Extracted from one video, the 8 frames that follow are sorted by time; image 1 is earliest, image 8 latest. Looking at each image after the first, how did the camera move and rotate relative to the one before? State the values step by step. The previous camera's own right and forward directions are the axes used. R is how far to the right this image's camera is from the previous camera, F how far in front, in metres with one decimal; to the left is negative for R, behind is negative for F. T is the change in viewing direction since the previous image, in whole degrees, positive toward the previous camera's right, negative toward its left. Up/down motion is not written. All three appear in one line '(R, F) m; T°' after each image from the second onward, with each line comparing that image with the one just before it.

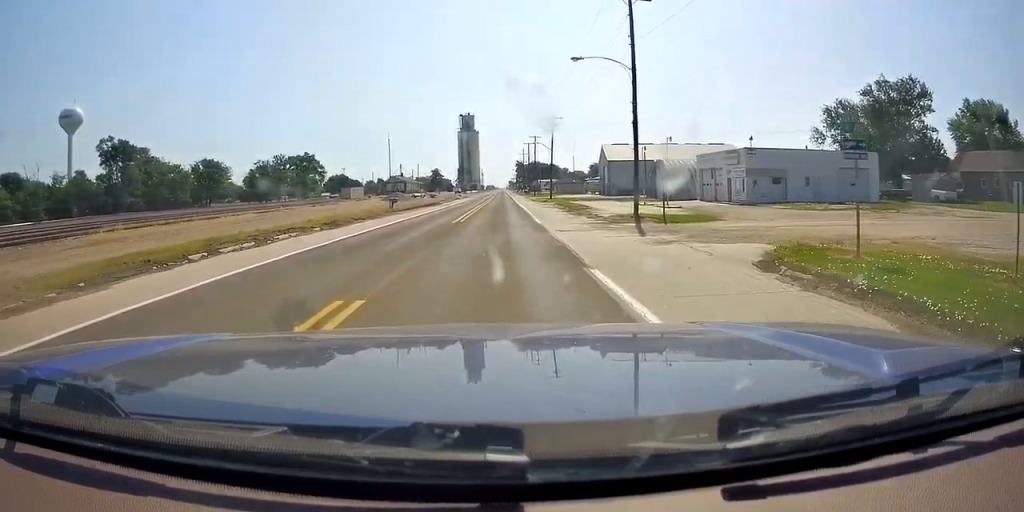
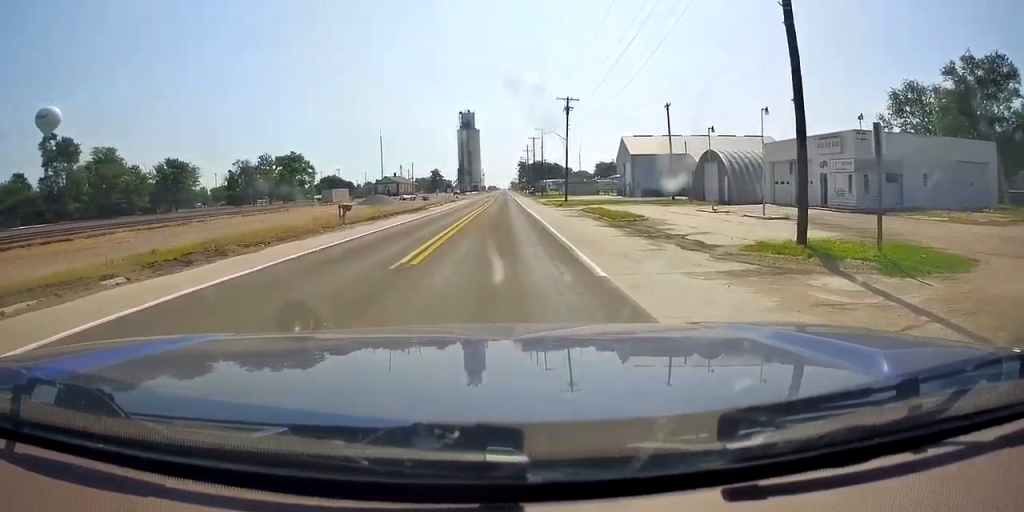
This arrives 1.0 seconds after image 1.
(-0.3, +16.6) m; -1°
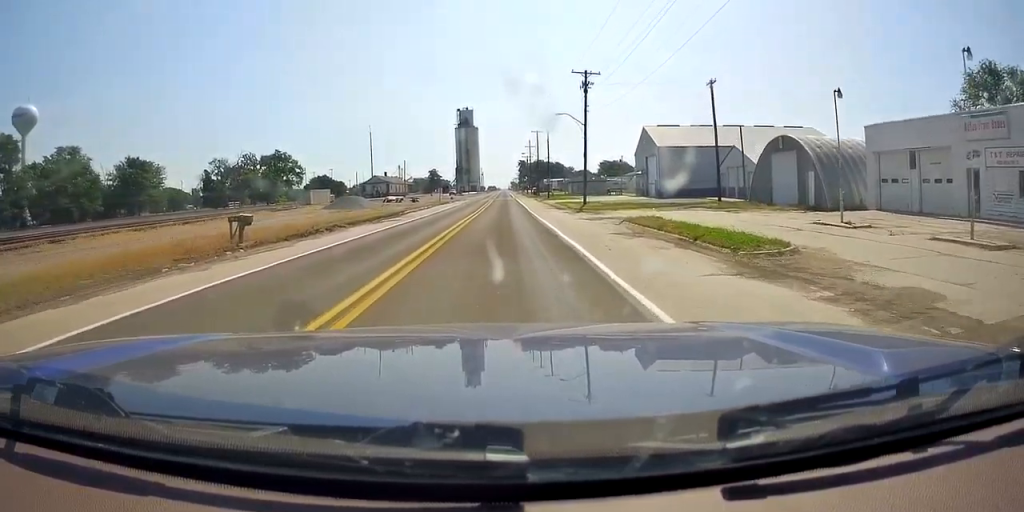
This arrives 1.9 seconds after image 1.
(+0.1, +14.3) m; +1°
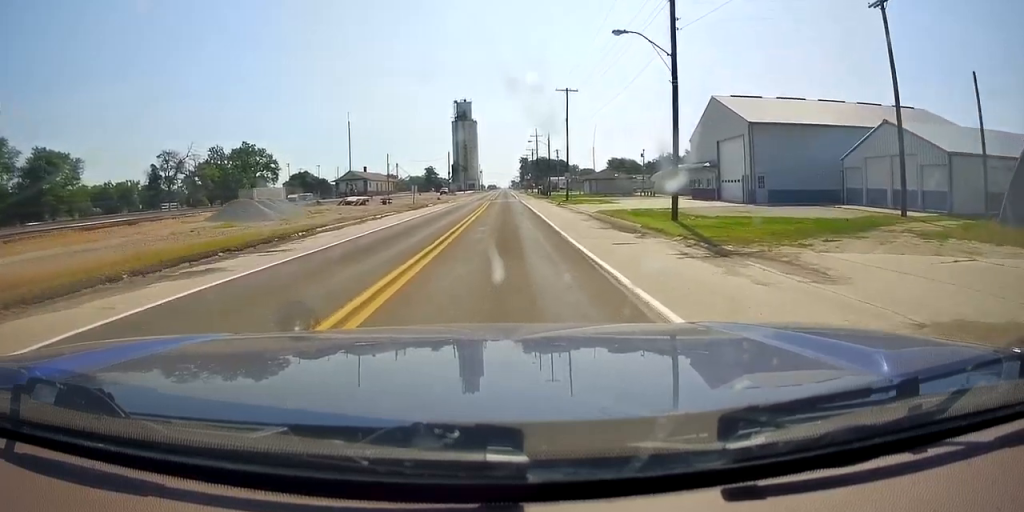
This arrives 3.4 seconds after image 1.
(+0.5, +25.3) m; +1°
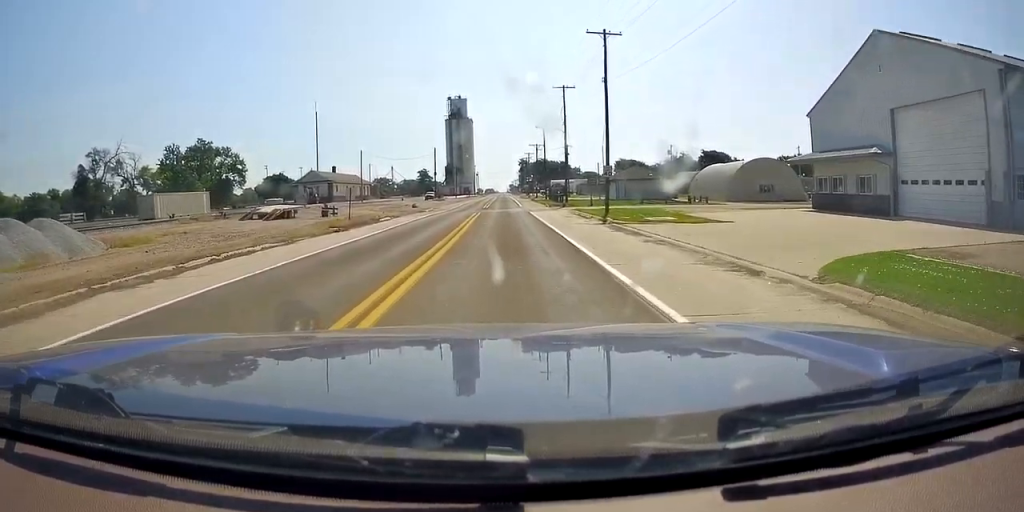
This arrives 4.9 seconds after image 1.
(0.0, +25.3) m; 0°
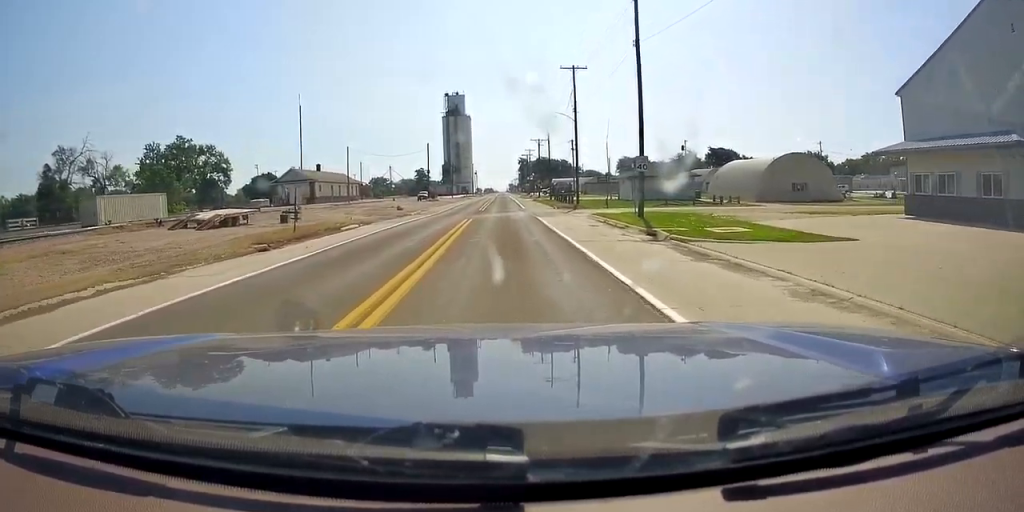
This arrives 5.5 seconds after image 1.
(0.0, +9.9) m; 0°
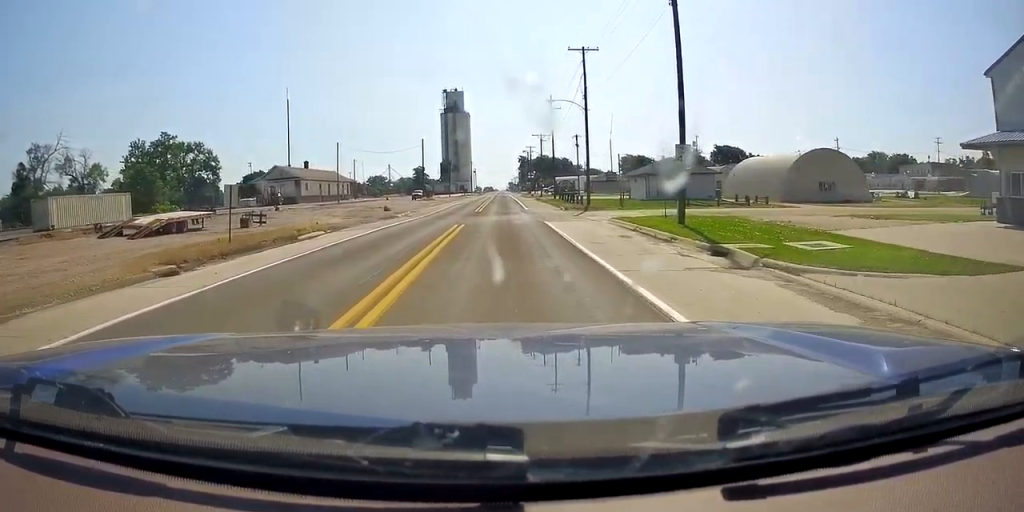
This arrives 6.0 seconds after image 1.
(0.0, +6.9) m; 0°
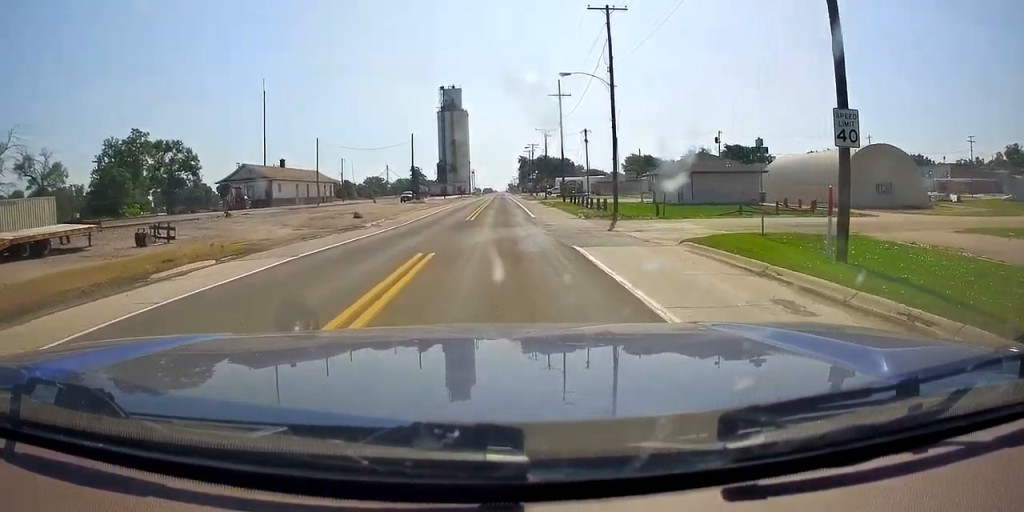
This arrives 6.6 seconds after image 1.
(0.0, +11.5) m; 0°
